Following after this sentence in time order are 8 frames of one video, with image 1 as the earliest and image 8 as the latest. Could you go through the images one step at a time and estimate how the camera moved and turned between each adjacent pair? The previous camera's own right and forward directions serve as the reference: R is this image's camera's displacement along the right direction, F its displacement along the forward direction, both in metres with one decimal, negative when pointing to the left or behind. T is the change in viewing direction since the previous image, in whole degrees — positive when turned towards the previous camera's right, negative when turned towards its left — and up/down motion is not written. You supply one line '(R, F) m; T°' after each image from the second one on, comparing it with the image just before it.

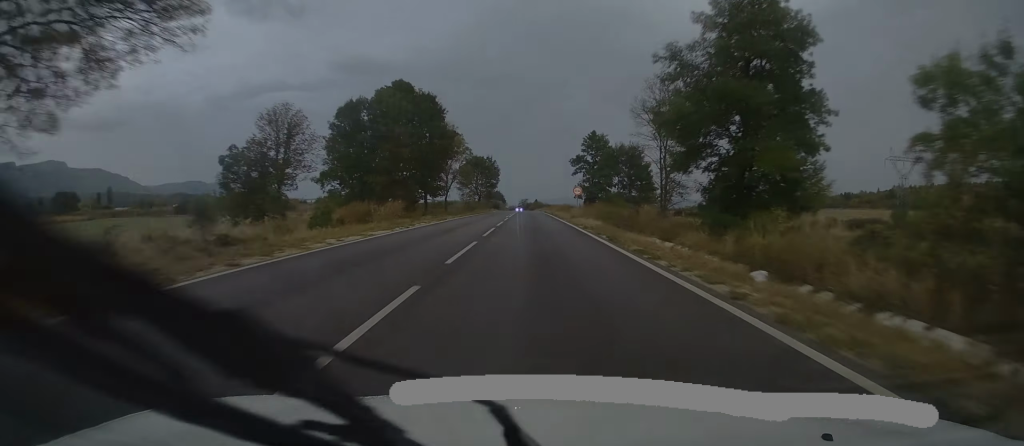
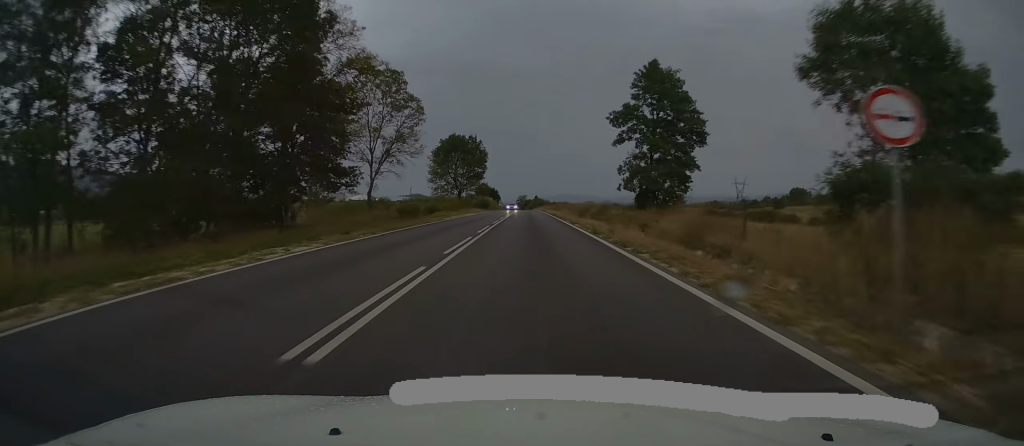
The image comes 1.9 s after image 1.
(0.0, +43.3) m; 0°
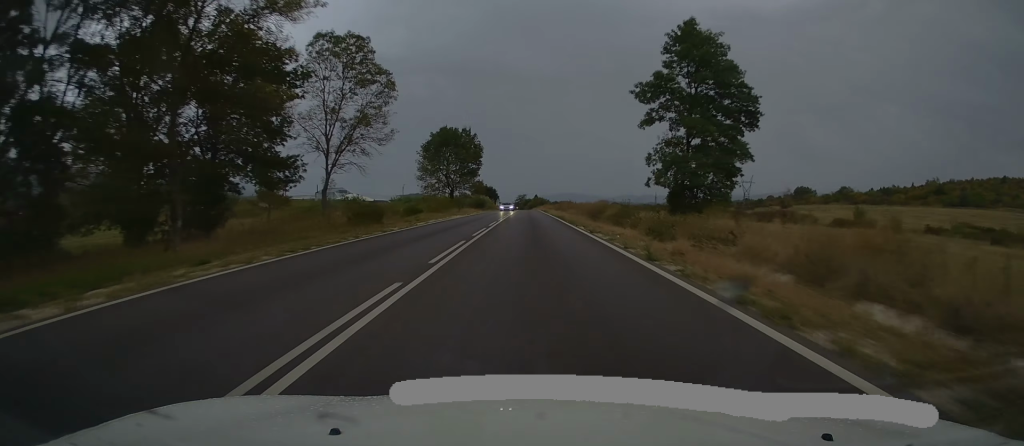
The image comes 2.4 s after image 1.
(0.0, +10.7) m; 0°
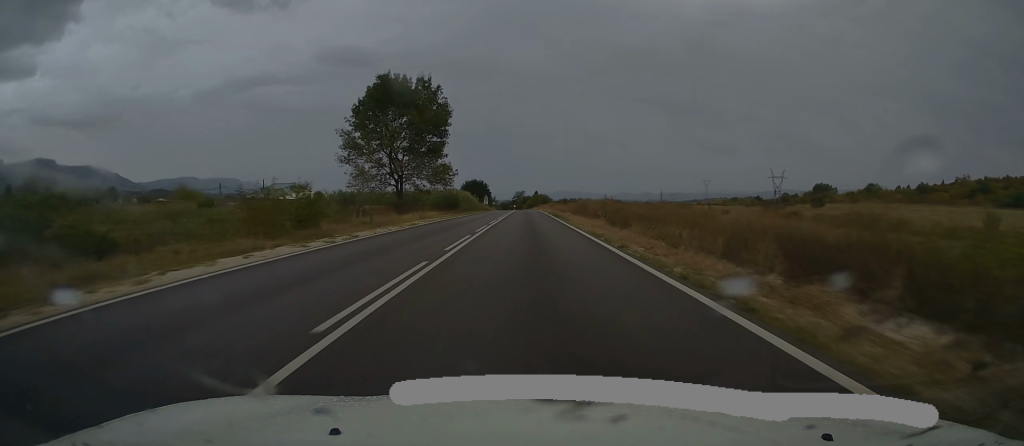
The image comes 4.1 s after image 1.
(-0.1, +40.6) m; 0°
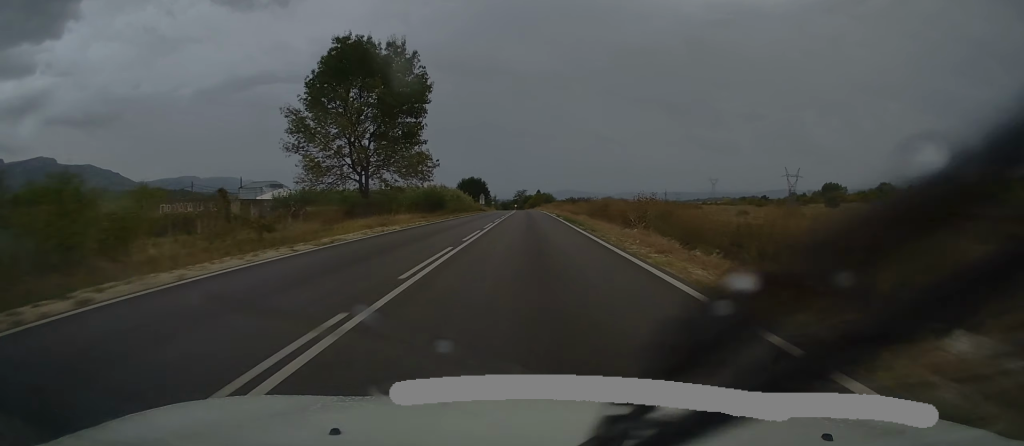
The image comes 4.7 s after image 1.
(0.0, +13.9) m; 0°
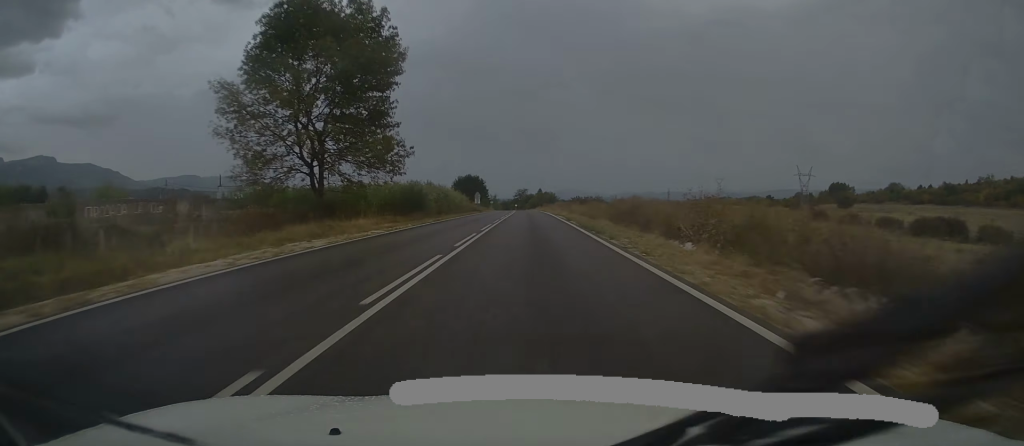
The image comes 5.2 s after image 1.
(+0.1, +10.8) m; 0°
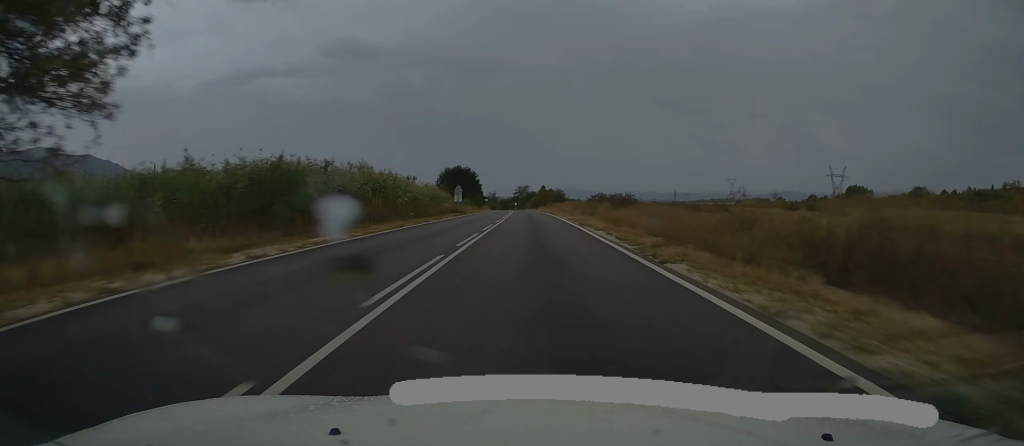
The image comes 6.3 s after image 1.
(-0.2, +26.4) m; -1°
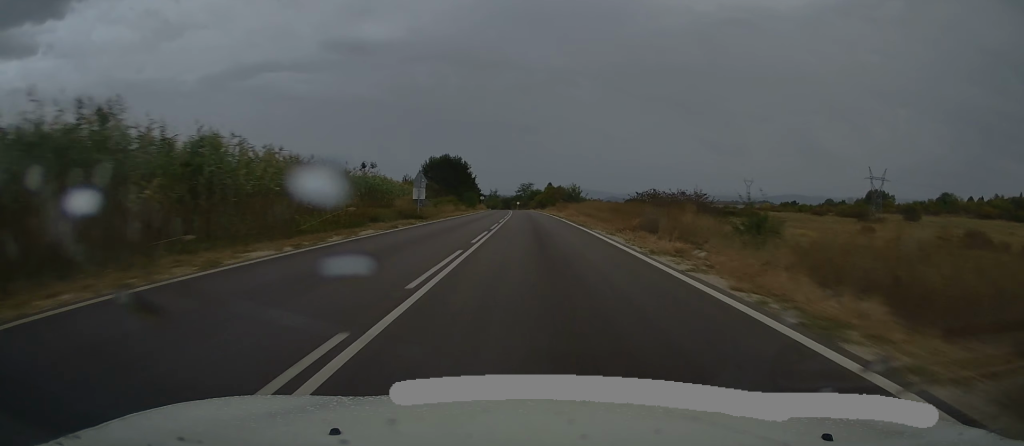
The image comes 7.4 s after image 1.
(-0.1, +24.9) m; 0°
